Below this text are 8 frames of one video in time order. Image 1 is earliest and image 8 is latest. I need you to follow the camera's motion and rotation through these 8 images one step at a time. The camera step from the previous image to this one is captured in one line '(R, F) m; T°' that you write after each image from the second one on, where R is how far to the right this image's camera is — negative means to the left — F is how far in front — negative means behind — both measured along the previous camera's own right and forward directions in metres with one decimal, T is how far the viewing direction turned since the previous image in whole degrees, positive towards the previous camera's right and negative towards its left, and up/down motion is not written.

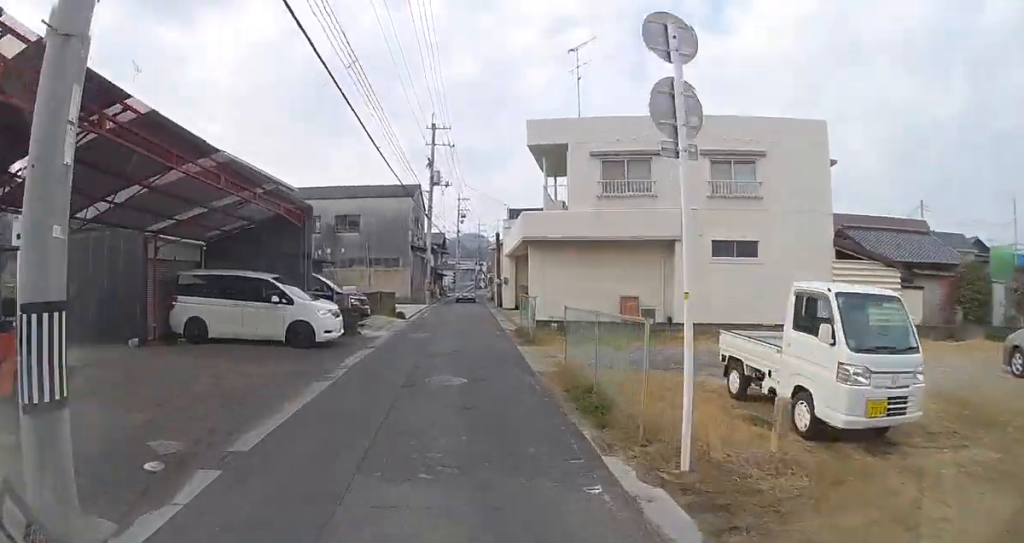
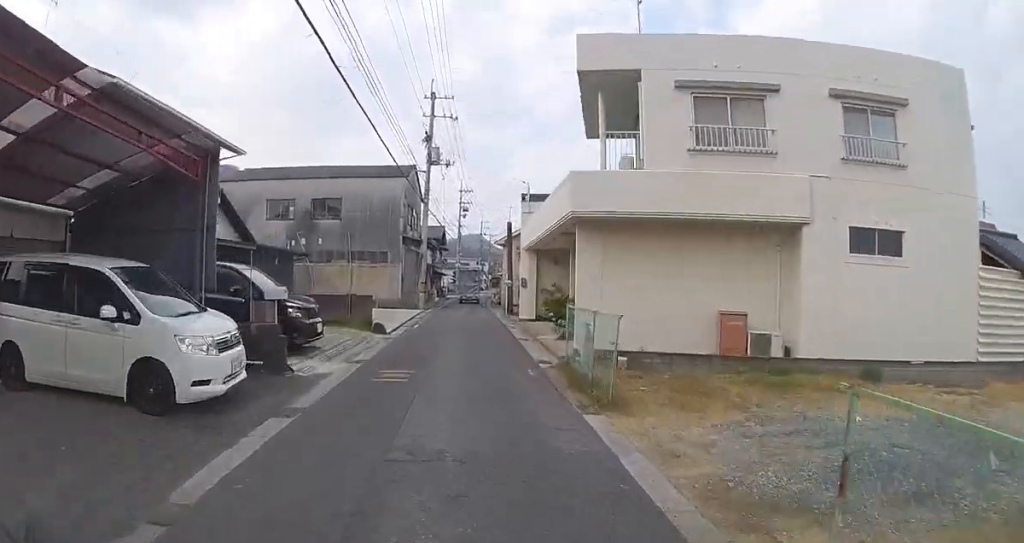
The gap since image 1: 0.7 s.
(+0.1, +6.5) m; 0°
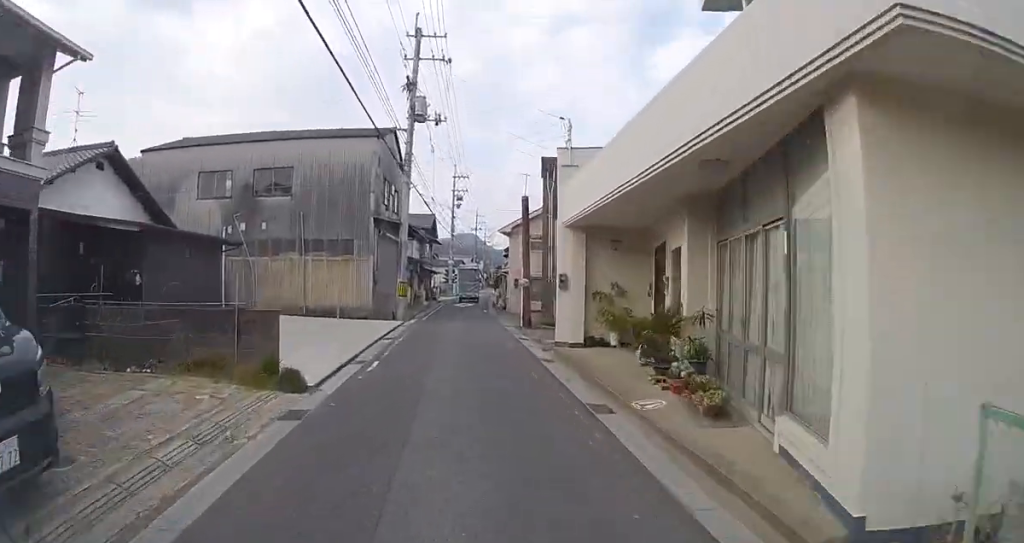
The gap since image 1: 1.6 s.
(-0.1, +7.9) m; -1°
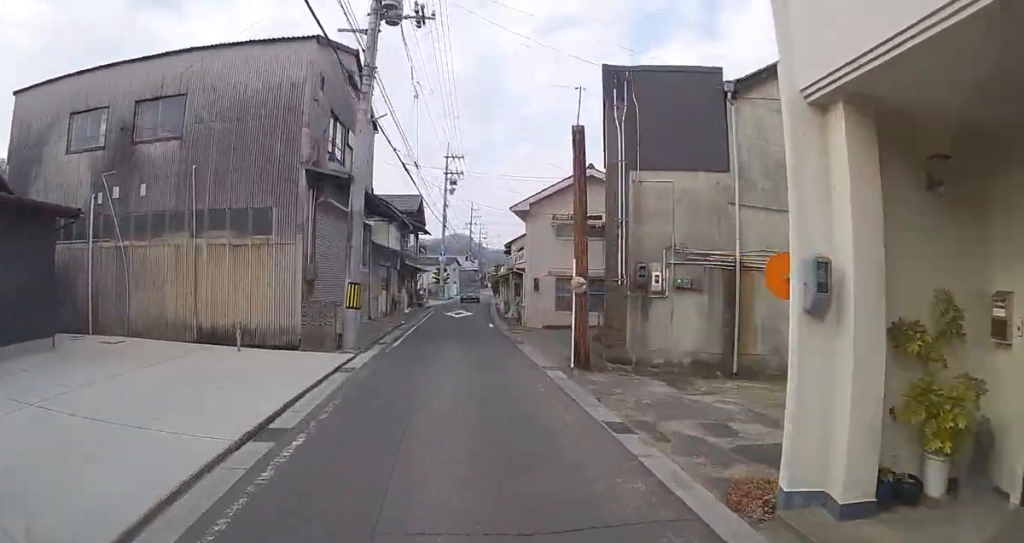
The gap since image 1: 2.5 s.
(-0.2, +8.7) m; +2°
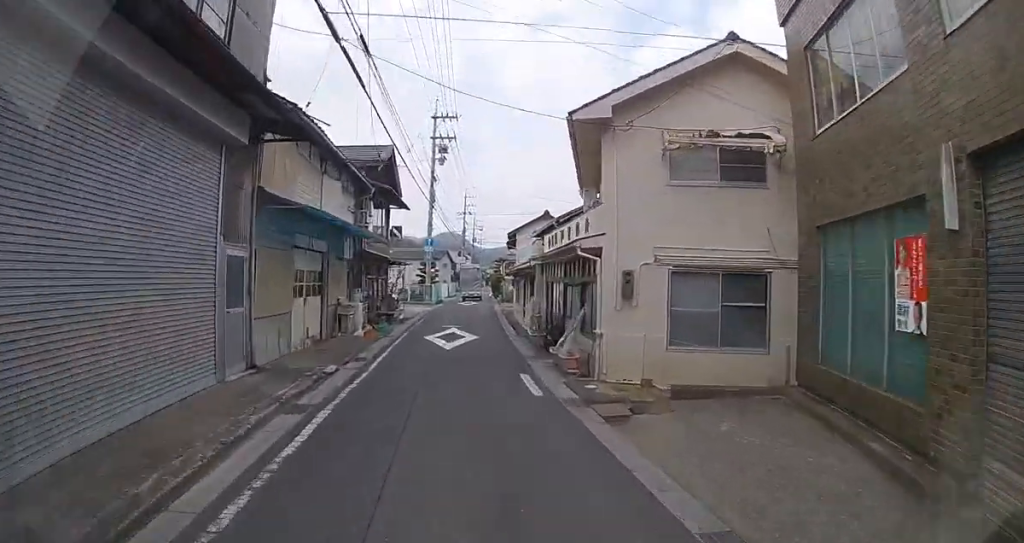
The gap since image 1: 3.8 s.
(+0.6, +10.8) m; +4°
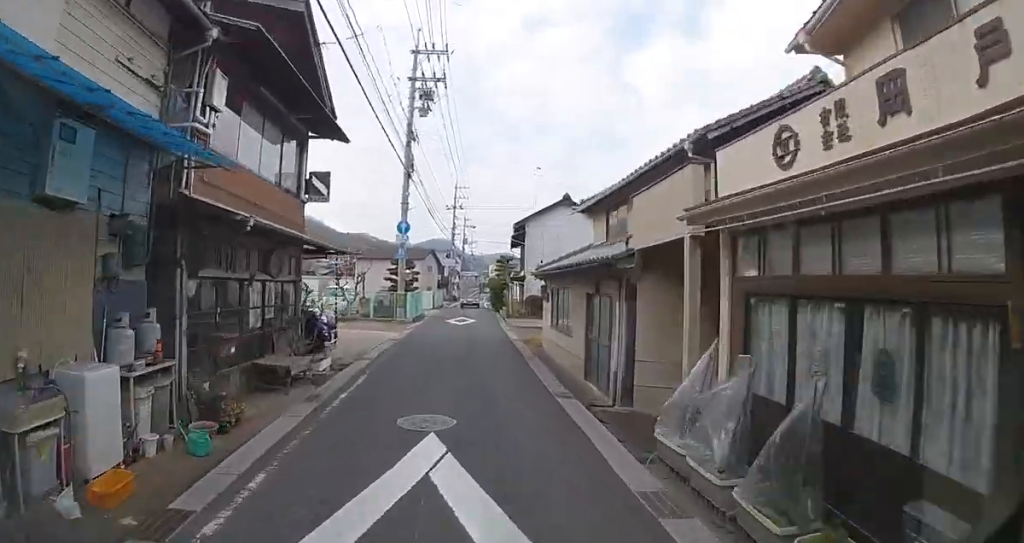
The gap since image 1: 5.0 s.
(+0.1, +10.7) m; 0°
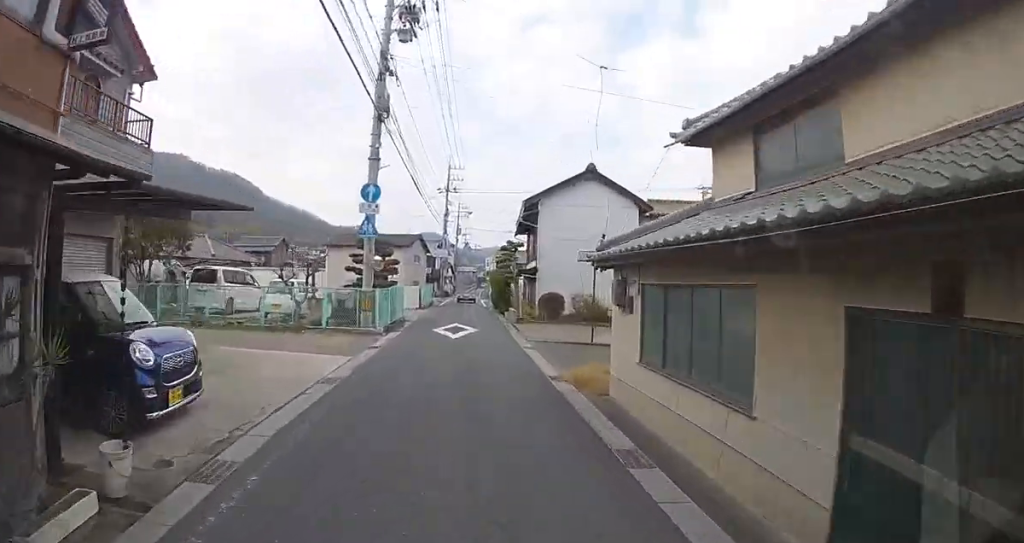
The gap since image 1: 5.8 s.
(0.0, +7.0) m; 0°
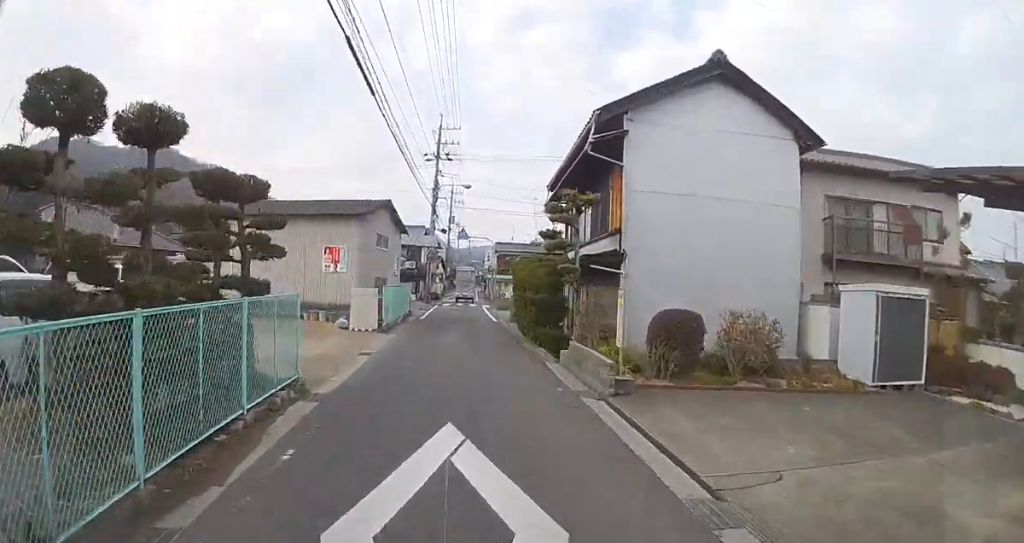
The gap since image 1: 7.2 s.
(0.0, +12.9) m; 0°
